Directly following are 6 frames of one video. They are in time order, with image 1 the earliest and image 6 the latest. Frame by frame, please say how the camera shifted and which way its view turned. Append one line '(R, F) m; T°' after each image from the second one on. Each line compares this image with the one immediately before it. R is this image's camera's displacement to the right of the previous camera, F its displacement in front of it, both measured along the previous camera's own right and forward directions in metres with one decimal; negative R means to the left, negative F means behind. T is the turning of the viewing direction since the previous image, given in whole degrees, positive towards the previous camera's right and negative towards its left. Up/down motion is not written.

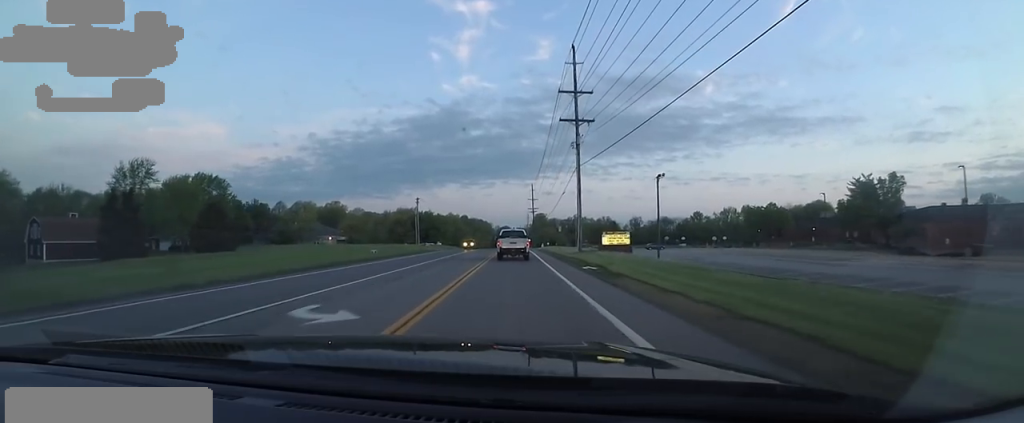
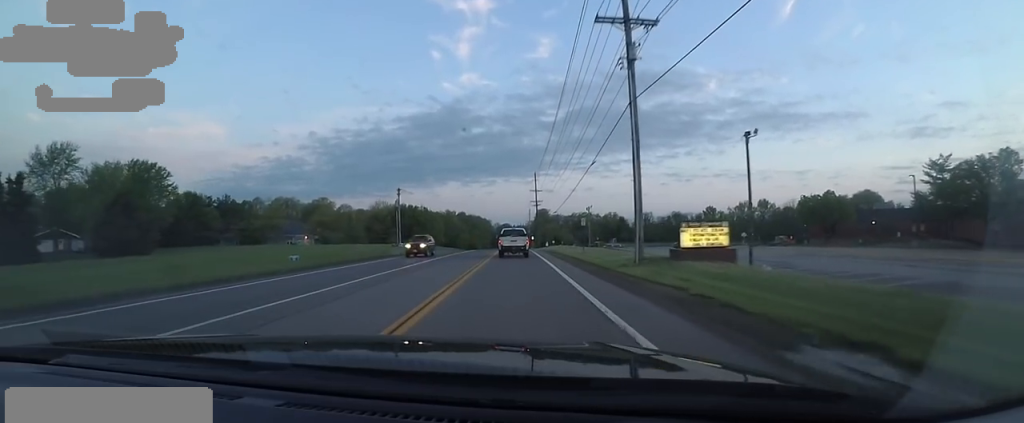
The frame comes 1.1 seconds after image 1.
(-0.6, +18.7) m; +1°
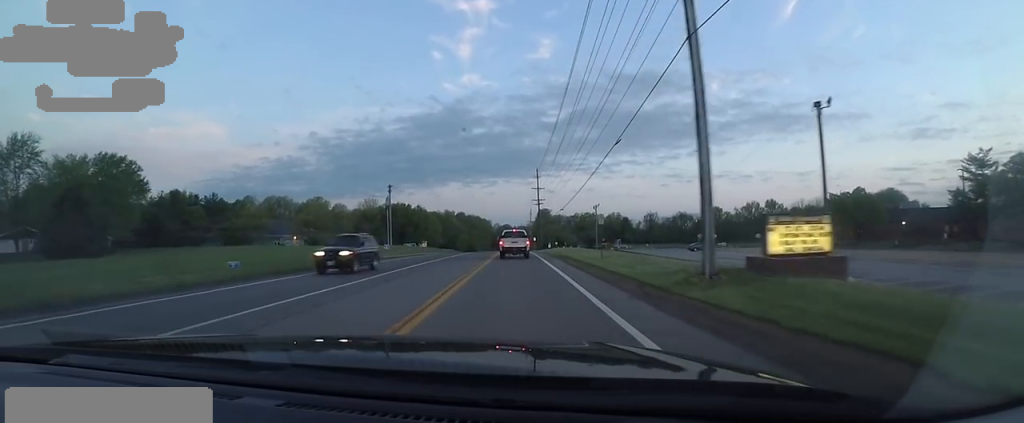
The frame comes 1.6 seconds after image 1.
(+0.4, +7.2) m; 0°
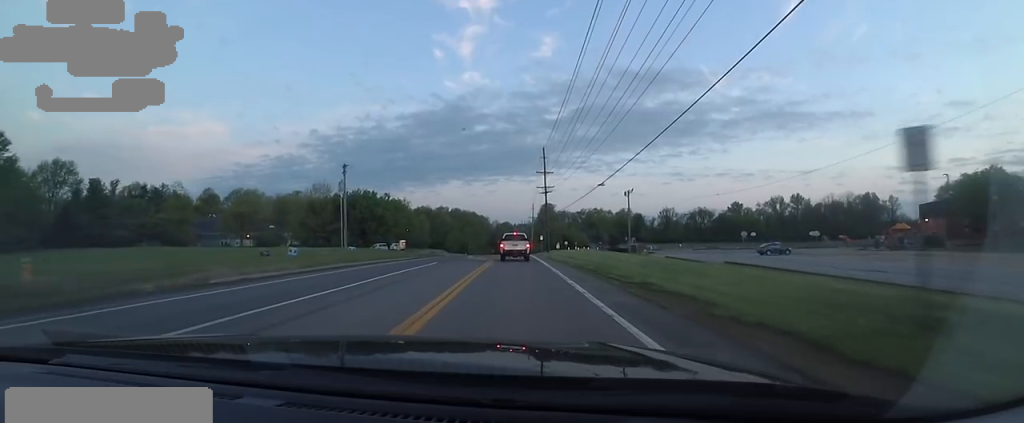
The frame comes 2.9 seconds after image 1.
(-0.3, +23.0) m; -3°
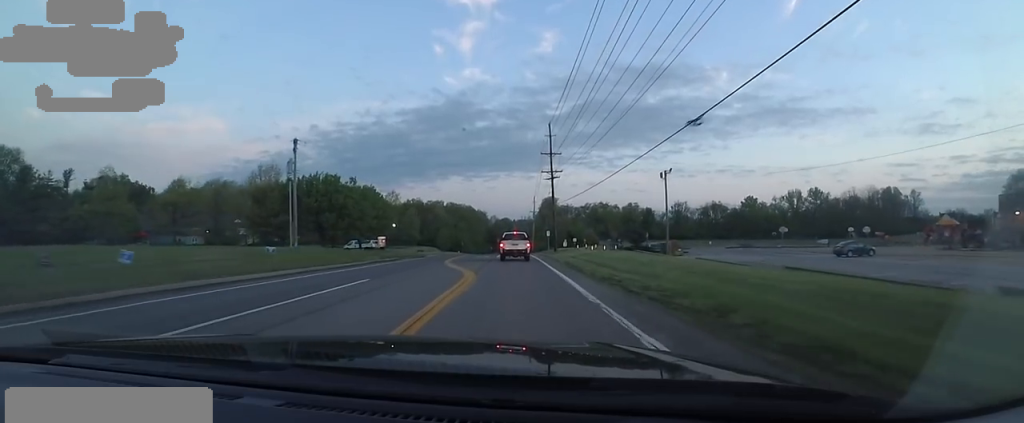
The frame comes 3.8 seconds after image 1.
(-0.2, +14.5) m; -1°
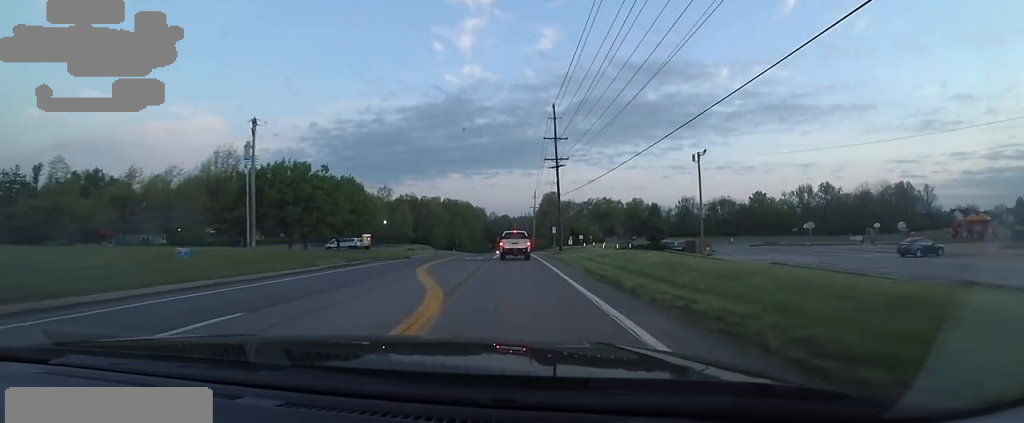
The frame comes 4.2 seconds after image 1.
(0.0, +8.2) m; 0°
